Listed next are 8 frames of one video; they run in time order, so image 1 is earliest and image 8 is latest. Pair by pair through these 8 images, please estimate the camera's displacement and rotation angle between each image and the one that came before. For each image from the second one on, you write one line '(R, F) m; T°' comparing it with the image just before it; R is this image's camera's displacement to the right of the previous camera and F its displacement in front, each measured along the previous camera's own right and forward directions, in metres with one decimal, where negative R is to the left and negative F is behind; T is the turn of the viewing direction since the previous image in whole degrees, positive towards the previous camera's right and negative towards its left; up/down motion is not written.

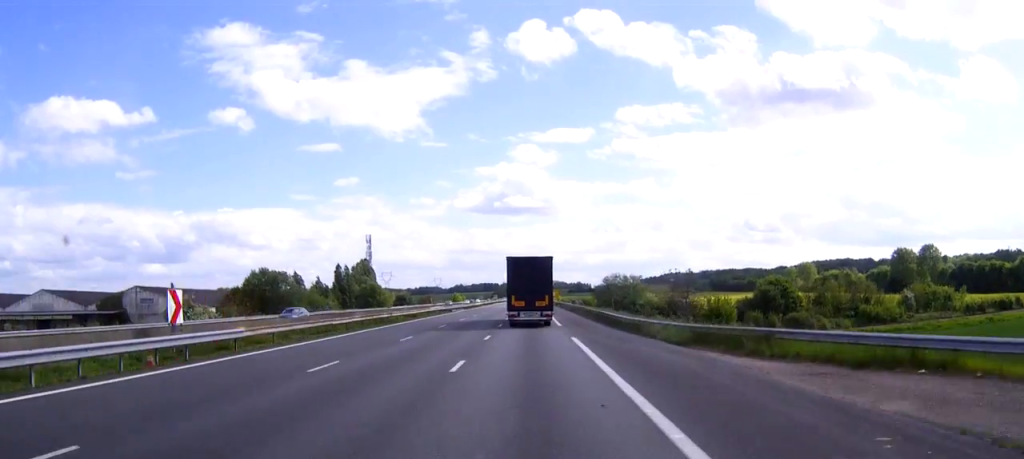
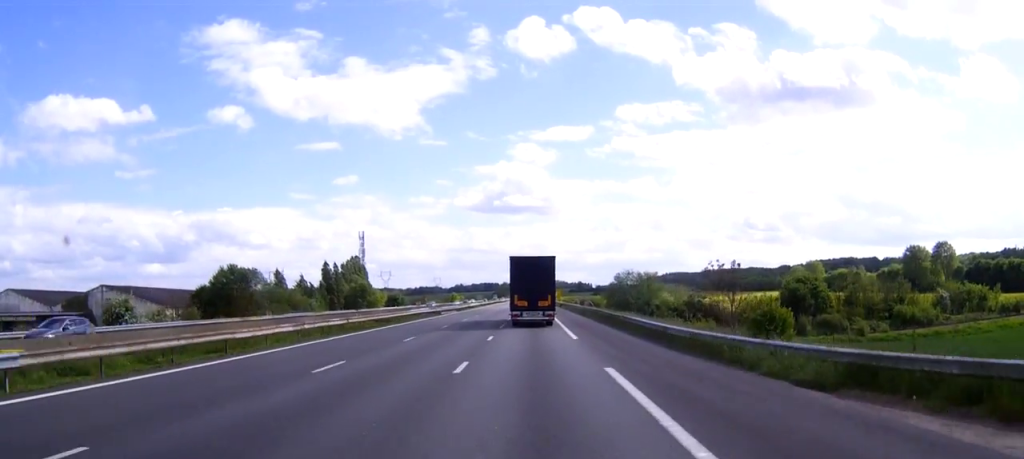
(0.0, +13.1) m; 0°
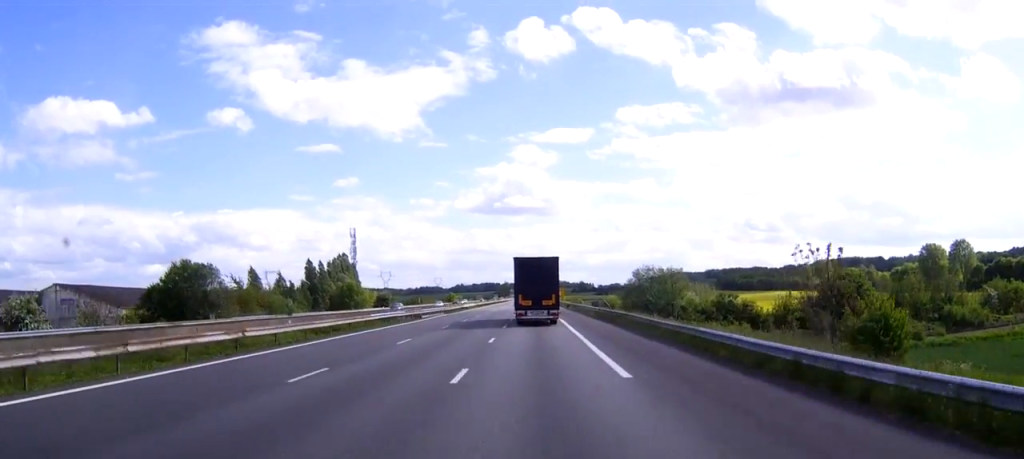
(0.0, +15.4) m; 0°
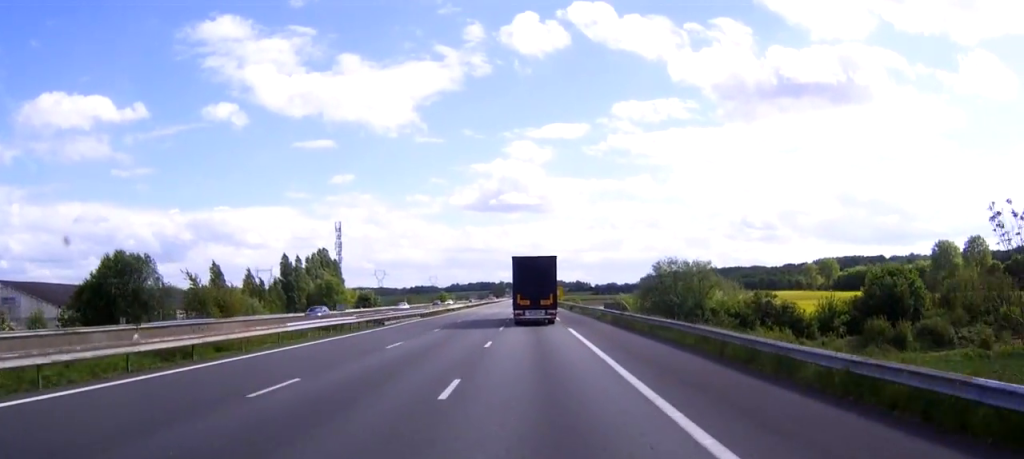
(0.0, +15.4) m; 0°
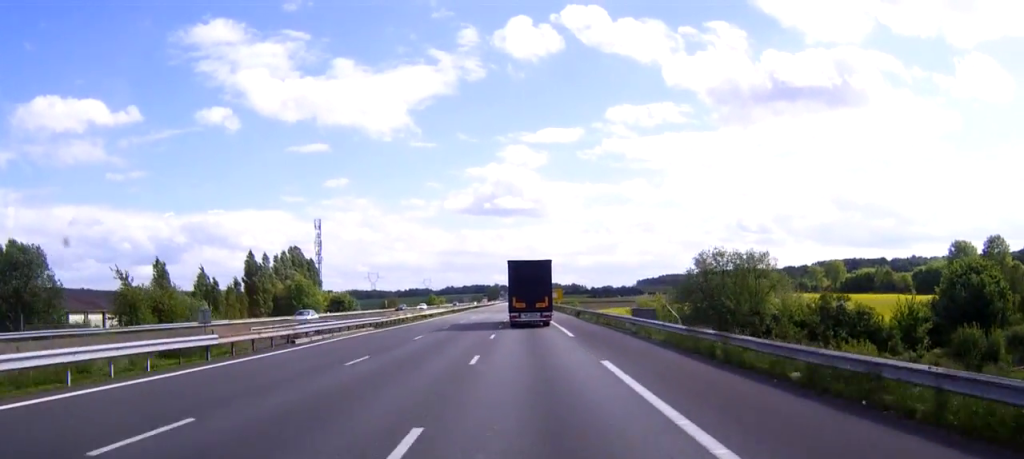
(0.0, +18.7) m; 0°
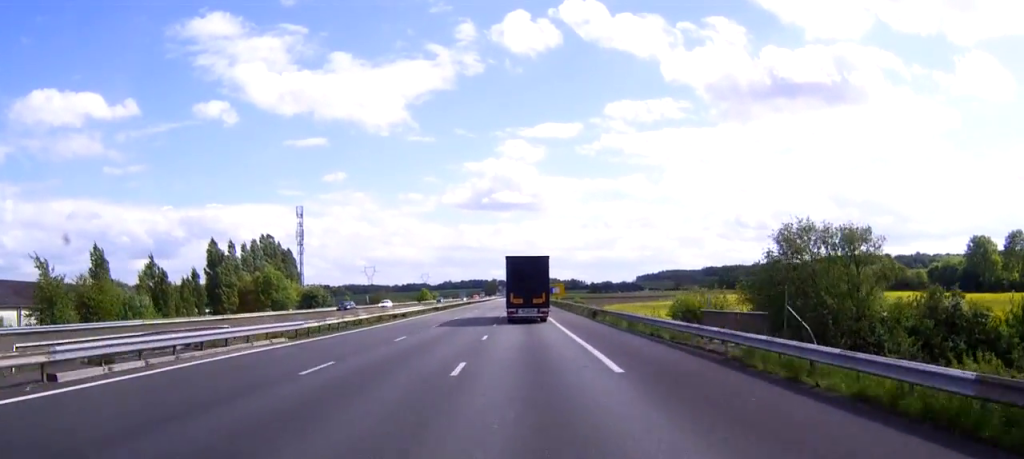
(0.0, +17.2) m; 0°
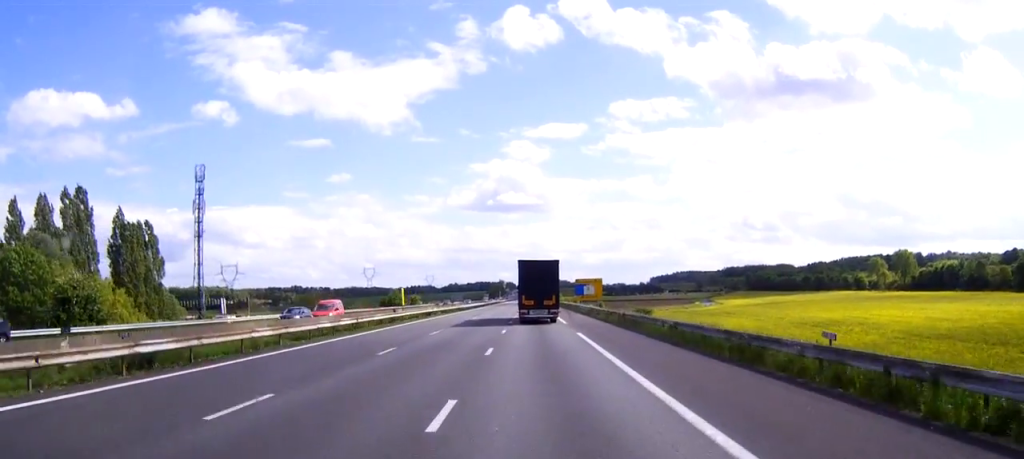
(-0.2, +71.6) m; 0°
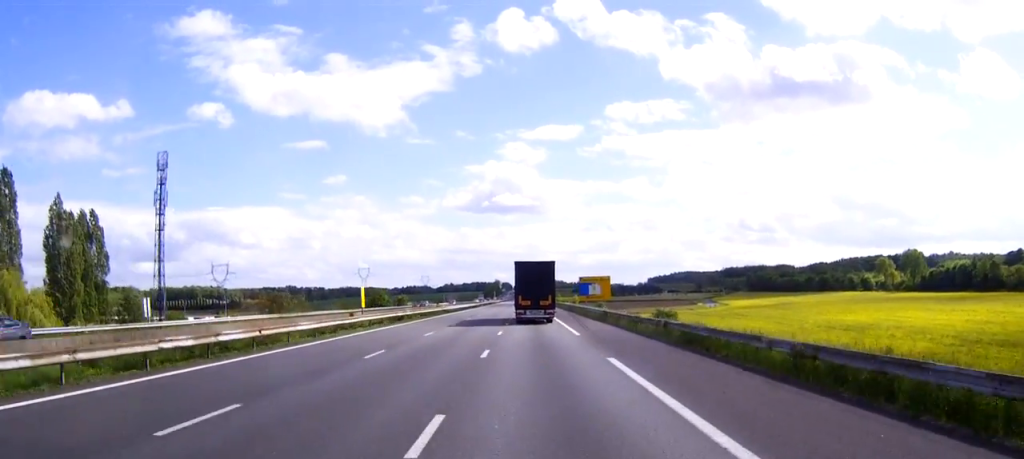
(0.0, +14.7) m; 0°
